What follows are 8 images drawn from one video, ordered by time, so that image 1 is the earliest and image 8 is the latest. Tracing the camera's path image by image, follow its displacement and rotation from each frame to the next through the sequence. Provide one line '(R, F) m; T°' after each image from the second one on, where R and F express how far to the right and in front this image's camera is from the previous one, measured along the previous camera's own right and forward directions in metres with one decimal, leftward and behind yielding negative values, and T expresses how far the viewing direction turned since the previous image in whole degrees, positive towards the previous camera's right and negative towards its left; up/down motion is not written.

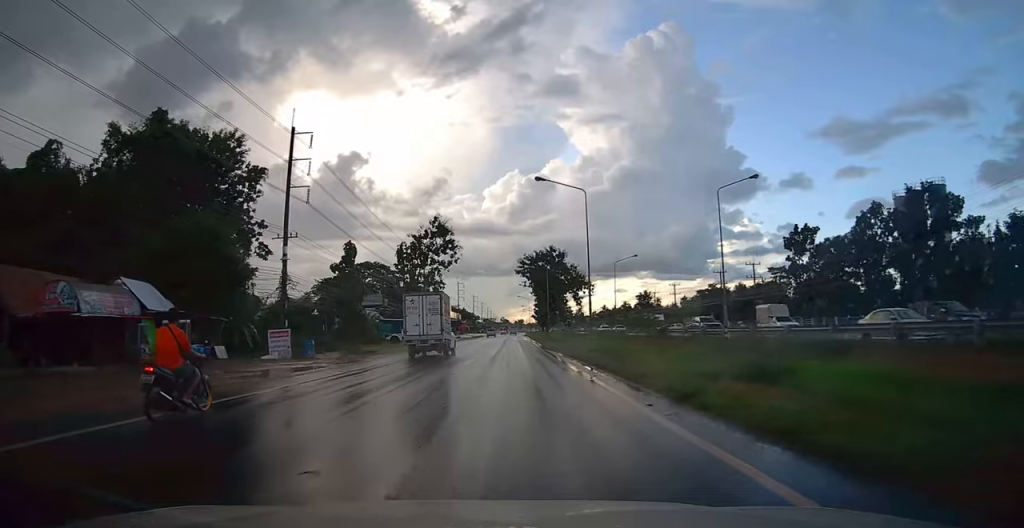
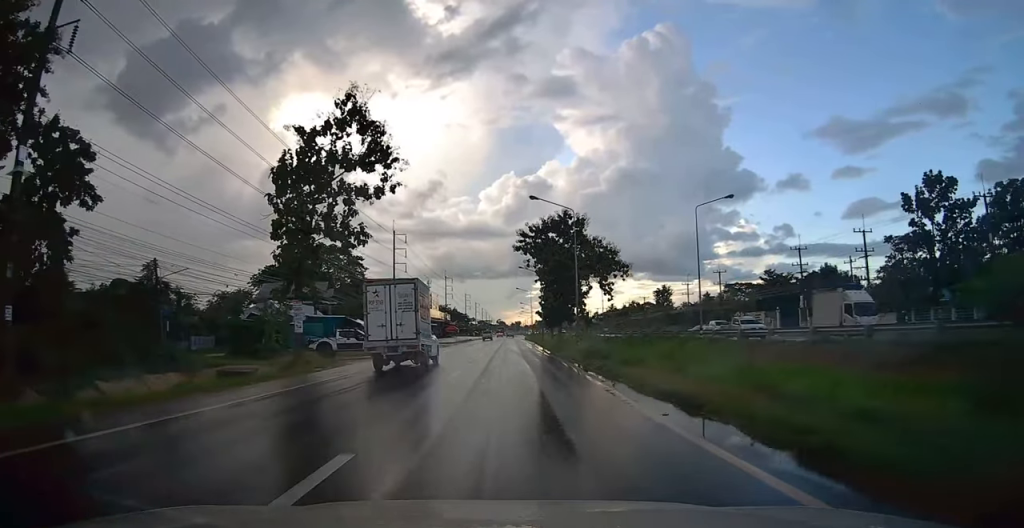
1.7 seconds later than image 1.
(+0.1, +30.6) m; +1°
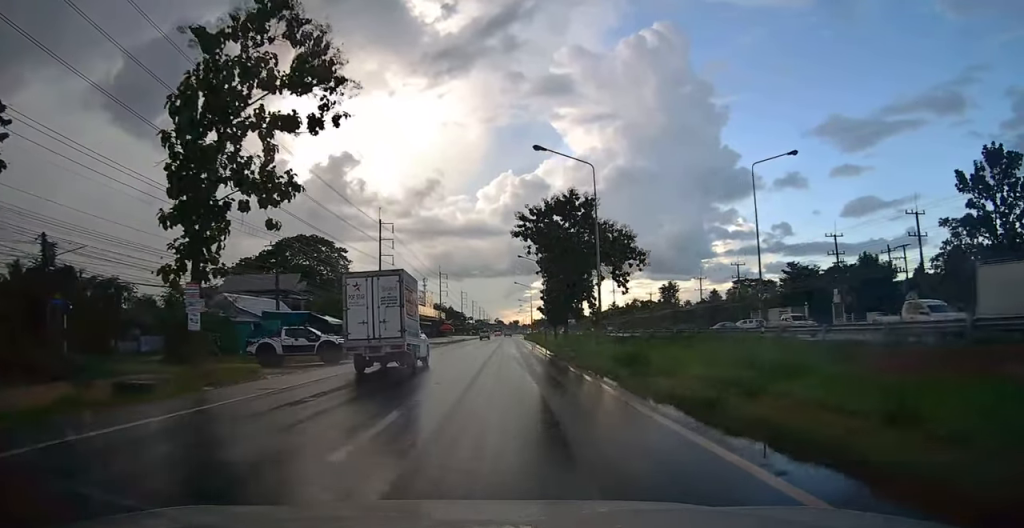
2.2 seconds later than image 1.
(+0.1, +9.3) m; 0°
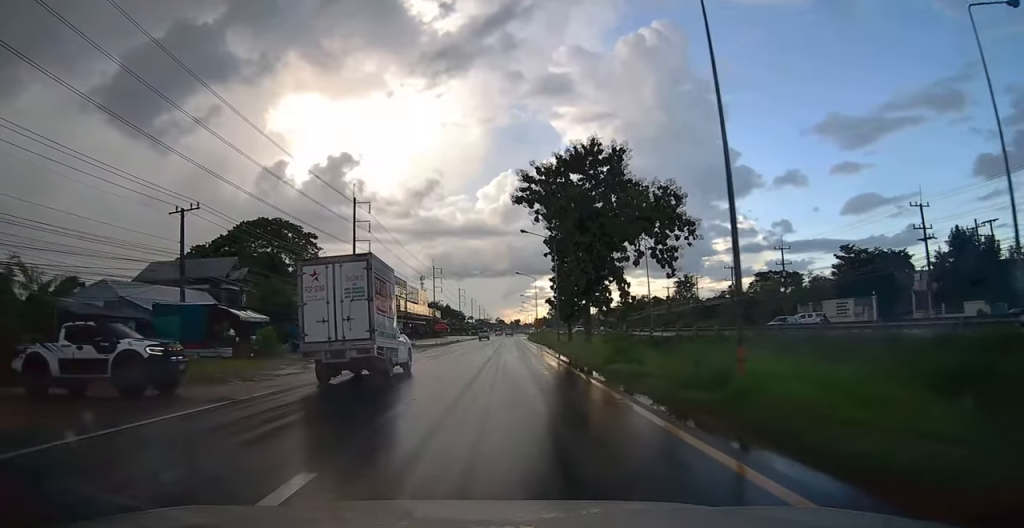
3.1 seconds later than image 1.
(0.0, +15.3) m; 0°
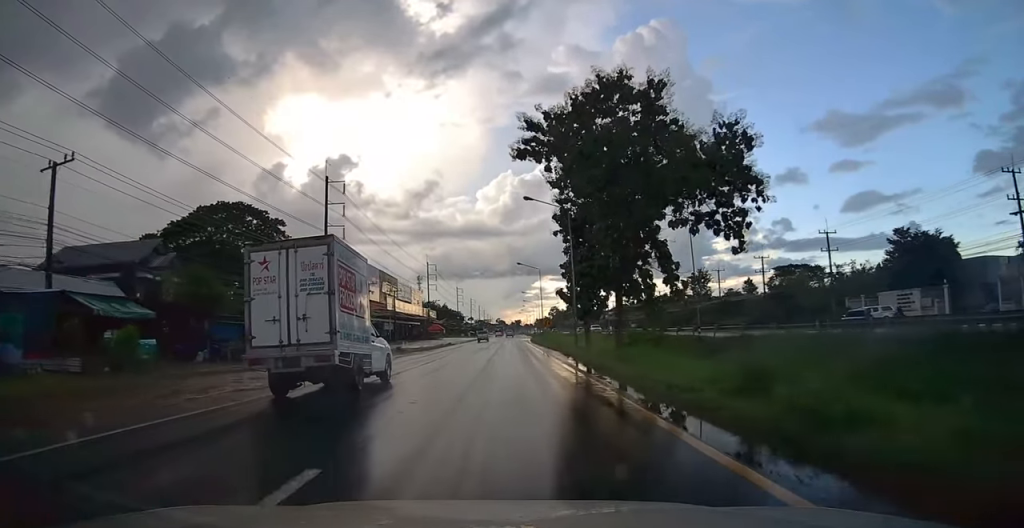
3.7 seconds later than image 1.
(0.0, +11.8) m; 0°
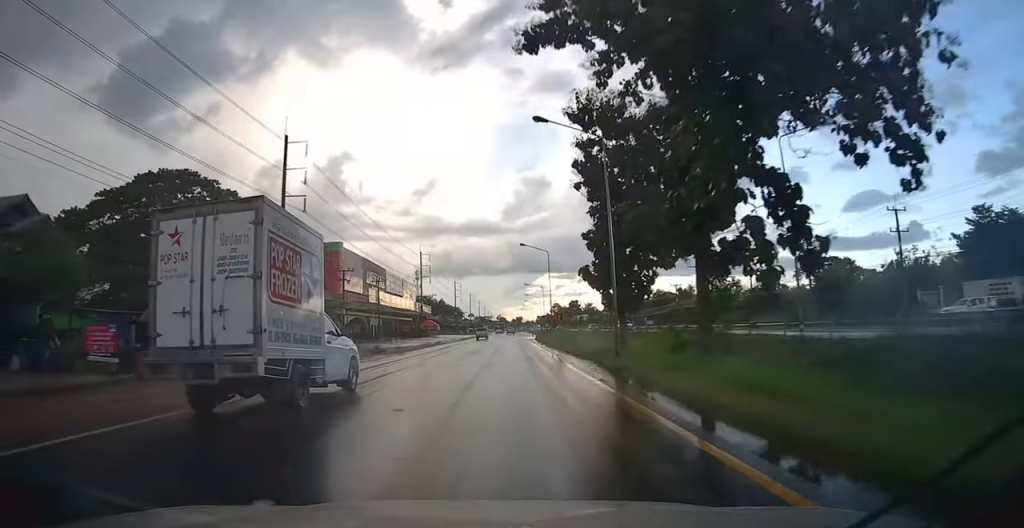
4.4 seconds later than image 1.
(-0.1, +13.1) m; 0°
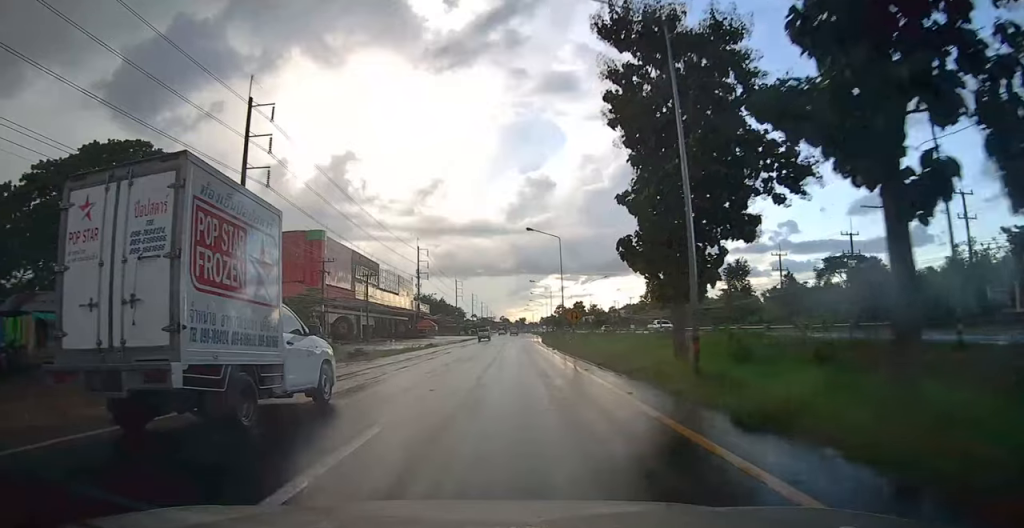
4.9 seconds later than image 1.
(0.0, +9.0) m; 0°
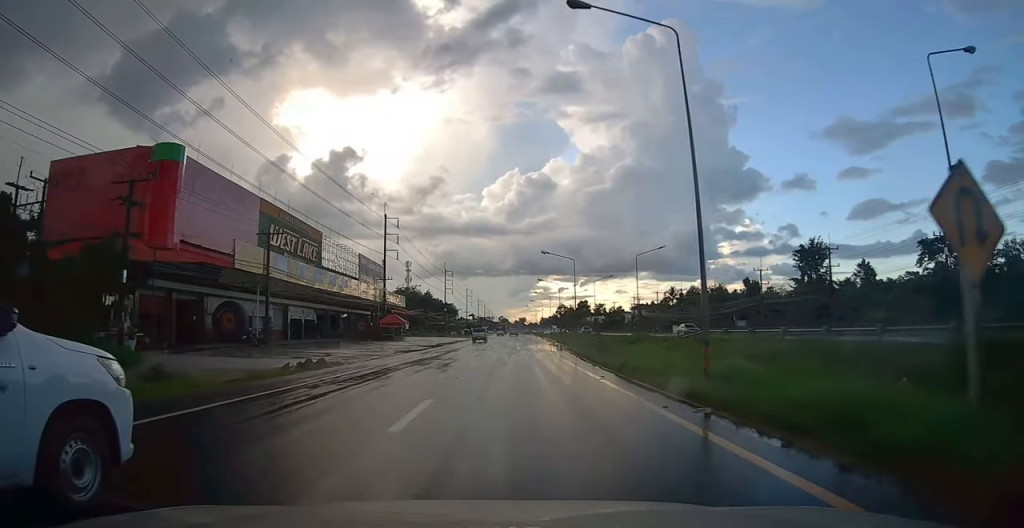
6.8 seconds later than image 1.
(+0.1, +32.9) m; 0°
